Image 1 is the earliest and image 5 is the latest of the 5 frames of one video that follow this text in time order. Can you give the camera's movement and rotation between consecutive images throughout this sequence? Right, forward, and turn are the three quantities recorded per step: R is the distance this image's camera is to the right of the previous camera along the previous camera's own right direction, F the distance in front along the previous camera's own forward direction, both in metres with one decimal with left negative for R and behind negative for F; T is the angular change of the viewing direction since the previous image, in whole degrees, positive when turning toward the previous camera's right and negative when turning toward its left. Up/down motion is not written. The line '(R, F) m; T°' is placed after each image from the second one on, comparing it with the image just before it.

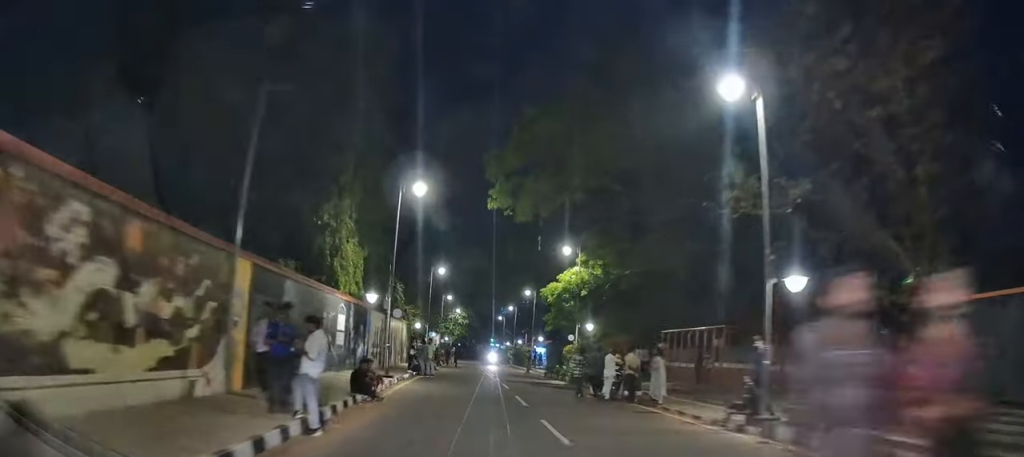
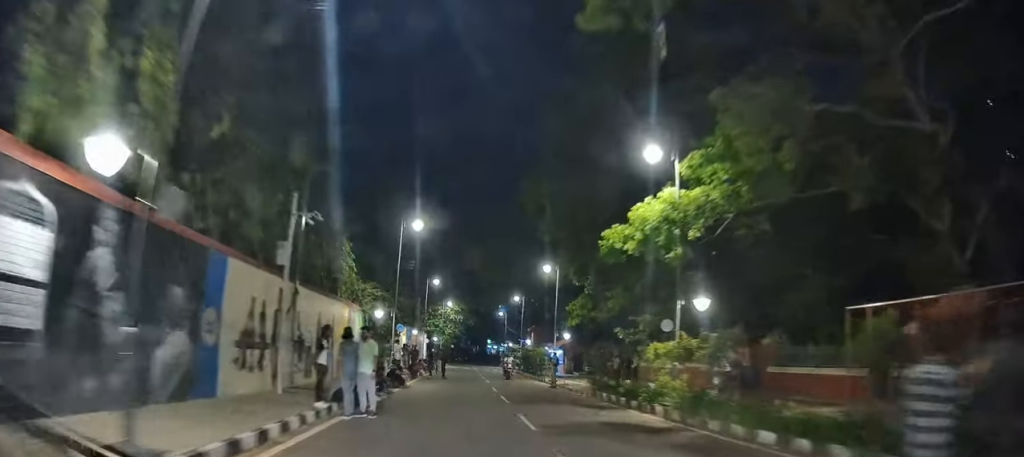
(-0.5, +15.7) m; -1°
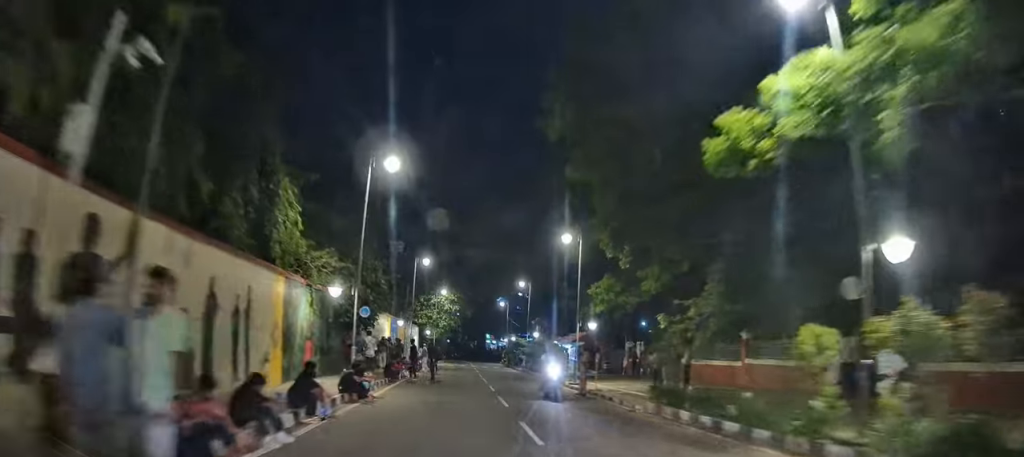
(+0.2, +7.8) m; +2°
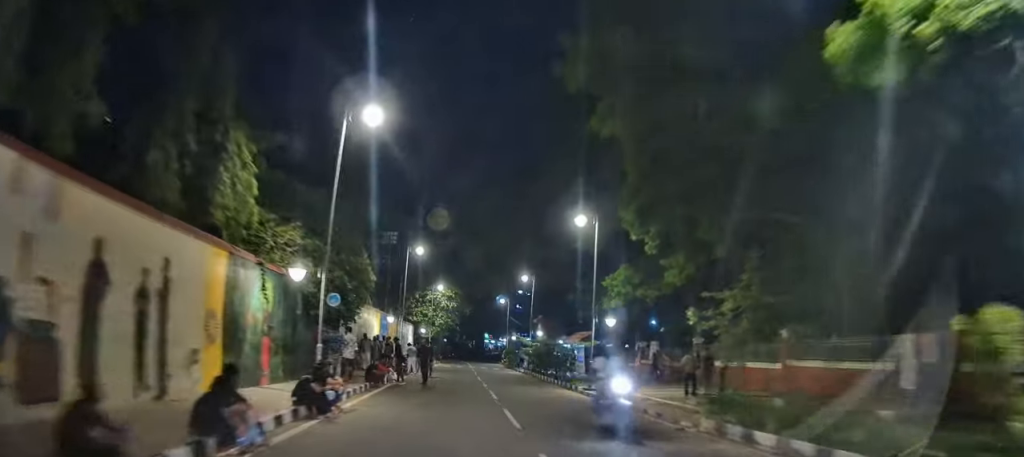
(+0.1, +3.8) m; -1°
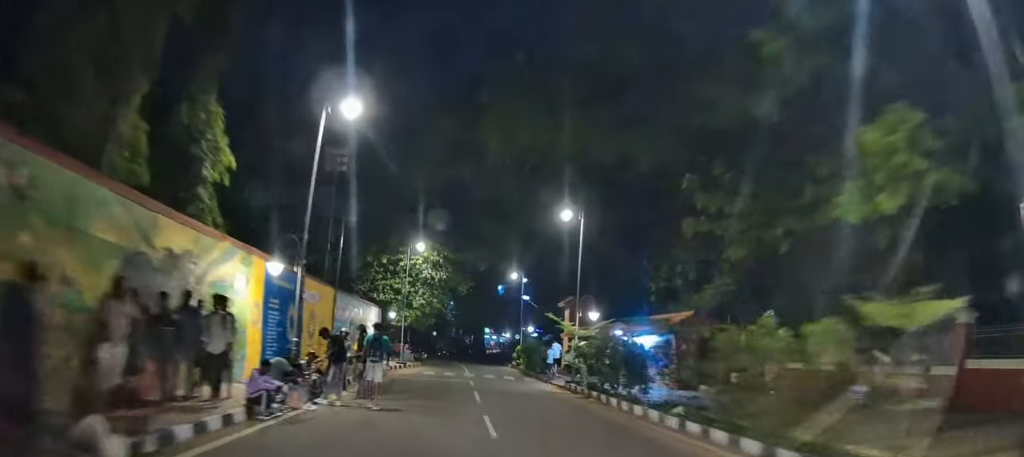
(+0.3, +19.8) m; +2°
